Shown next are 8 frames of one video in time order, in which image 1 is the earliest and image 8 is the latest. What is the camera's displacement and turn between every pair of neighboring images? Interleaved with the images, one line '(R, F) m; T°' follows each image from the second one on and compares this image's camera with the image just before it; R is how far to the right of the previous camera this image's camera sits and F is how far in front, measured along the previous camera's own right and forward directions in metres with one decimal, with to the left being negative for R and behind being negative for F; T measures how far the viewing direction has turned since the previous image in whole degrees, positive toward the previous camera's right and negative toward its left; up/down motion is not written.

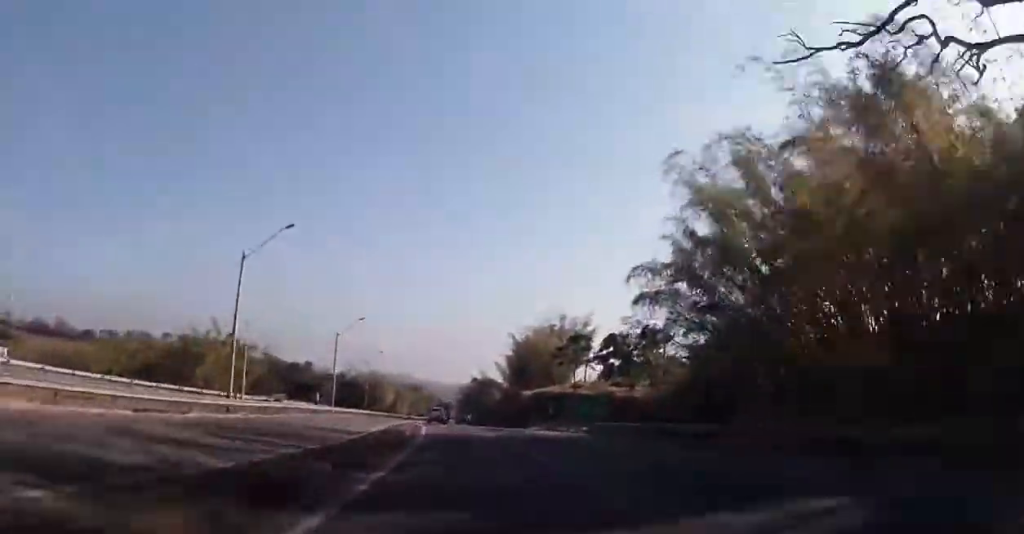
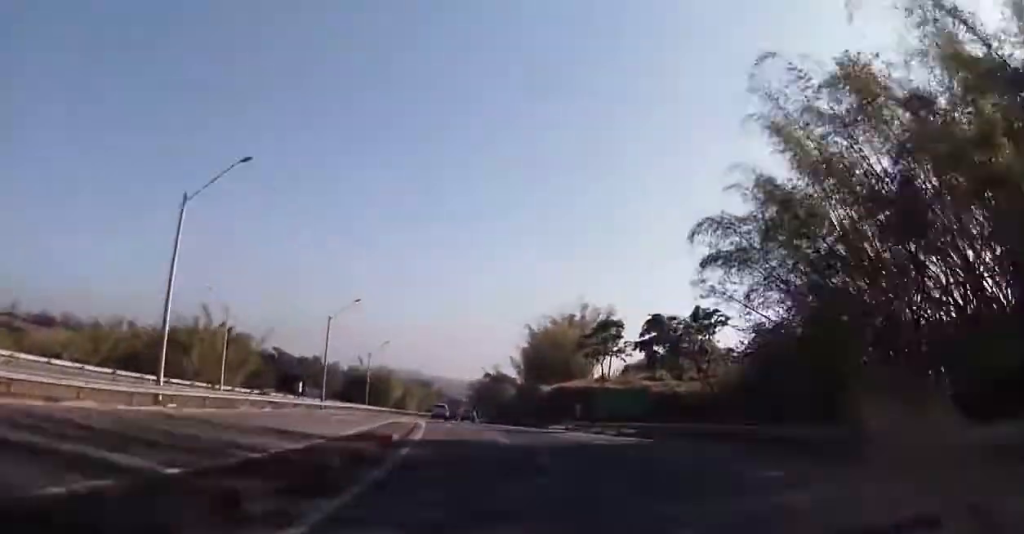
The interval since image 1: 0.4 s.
(0.0, +10.3) m; -1°
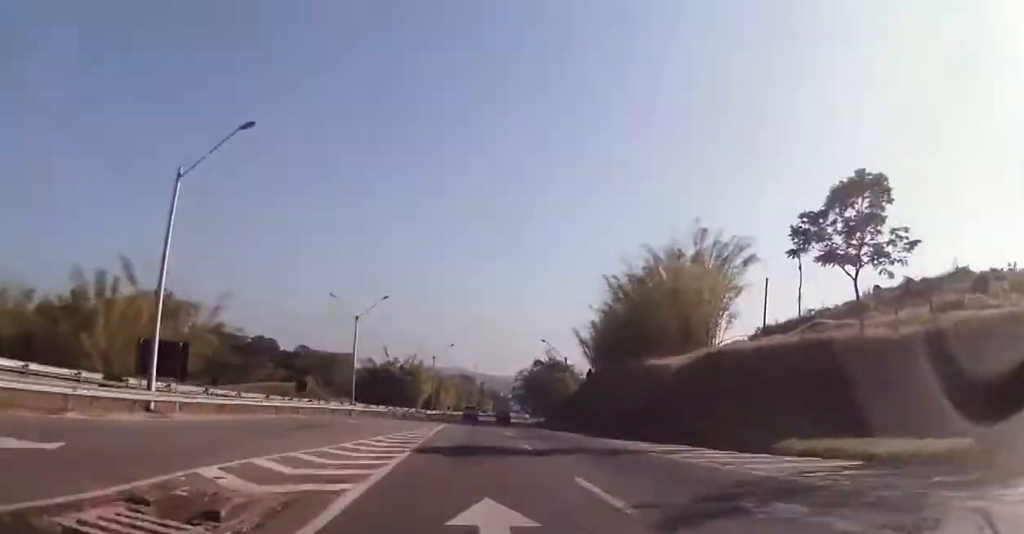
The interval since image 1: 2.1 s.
(-2.0, +41.9) m; -5°
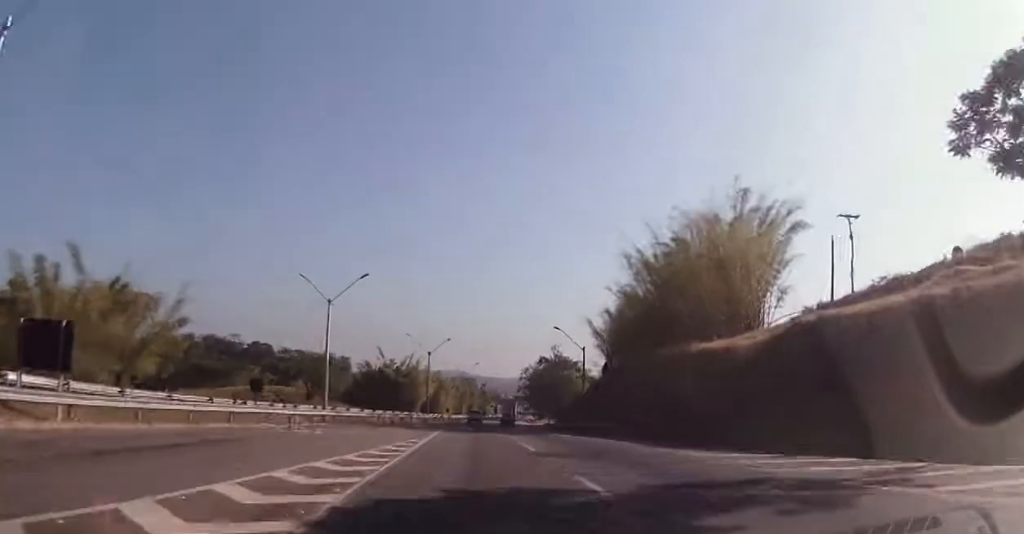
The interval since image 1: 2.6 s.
(-0.2, +11.9) m; -1°
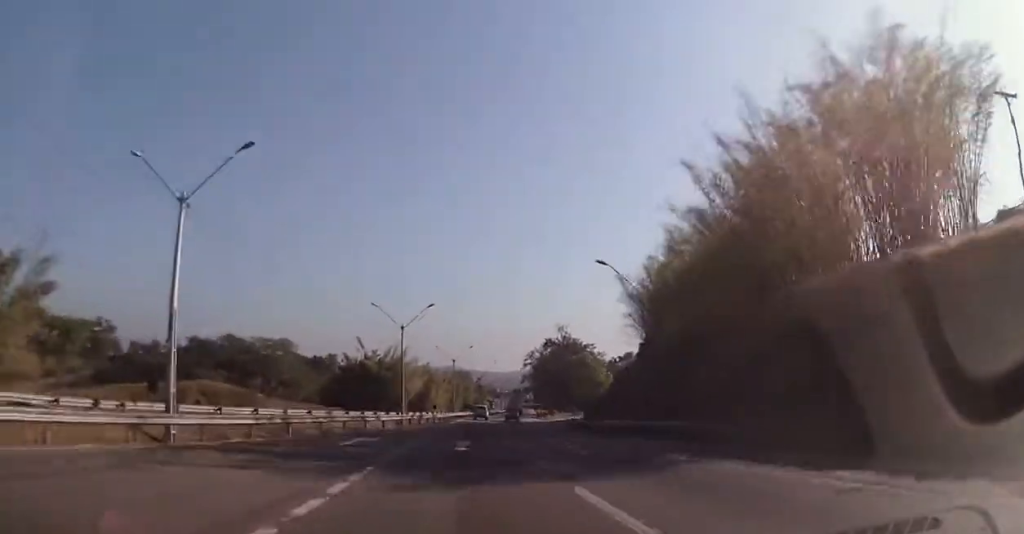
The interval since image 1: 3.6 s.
(-0.3, +26.1) m; 0°
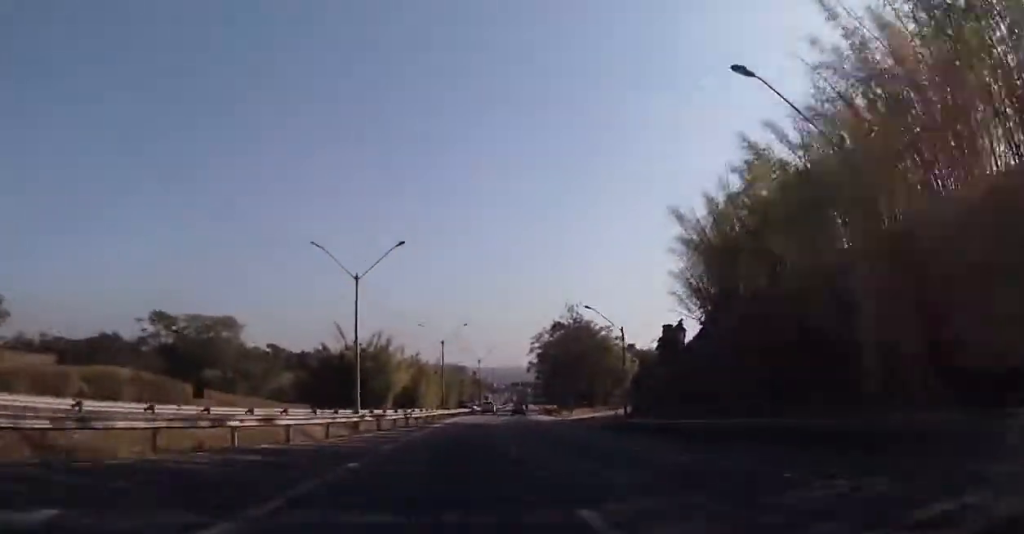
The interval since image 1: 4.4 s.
(+0.3, +22.3) m; 0°
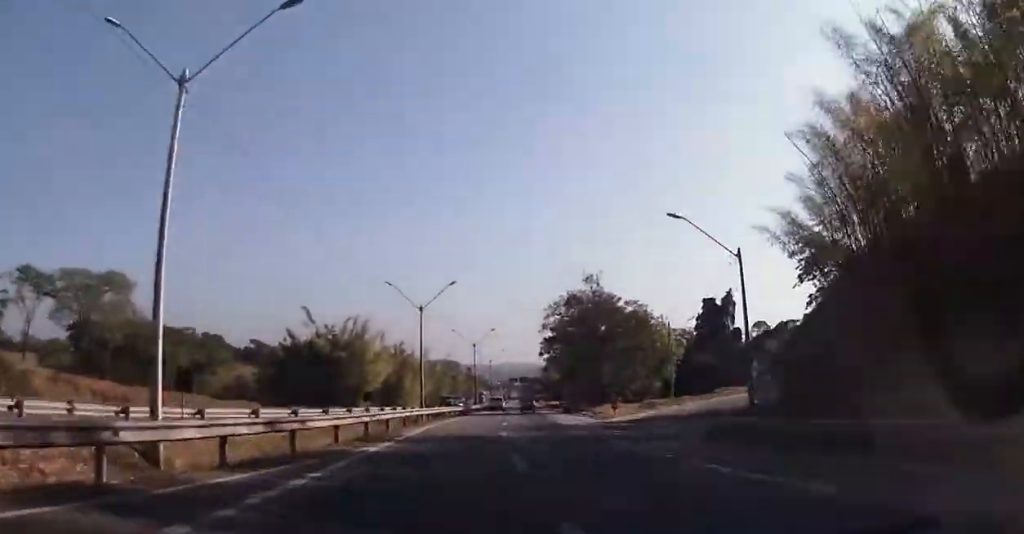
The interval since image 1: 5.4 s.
(-0.4, +25.3) m; 0°
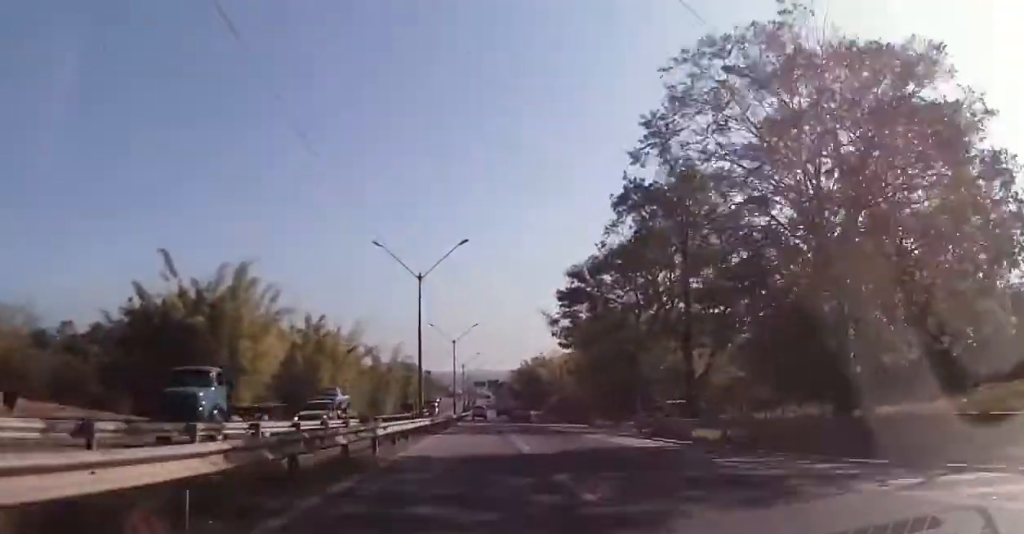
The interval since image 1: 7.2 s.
(+0.8, +52.2) m; +1°
